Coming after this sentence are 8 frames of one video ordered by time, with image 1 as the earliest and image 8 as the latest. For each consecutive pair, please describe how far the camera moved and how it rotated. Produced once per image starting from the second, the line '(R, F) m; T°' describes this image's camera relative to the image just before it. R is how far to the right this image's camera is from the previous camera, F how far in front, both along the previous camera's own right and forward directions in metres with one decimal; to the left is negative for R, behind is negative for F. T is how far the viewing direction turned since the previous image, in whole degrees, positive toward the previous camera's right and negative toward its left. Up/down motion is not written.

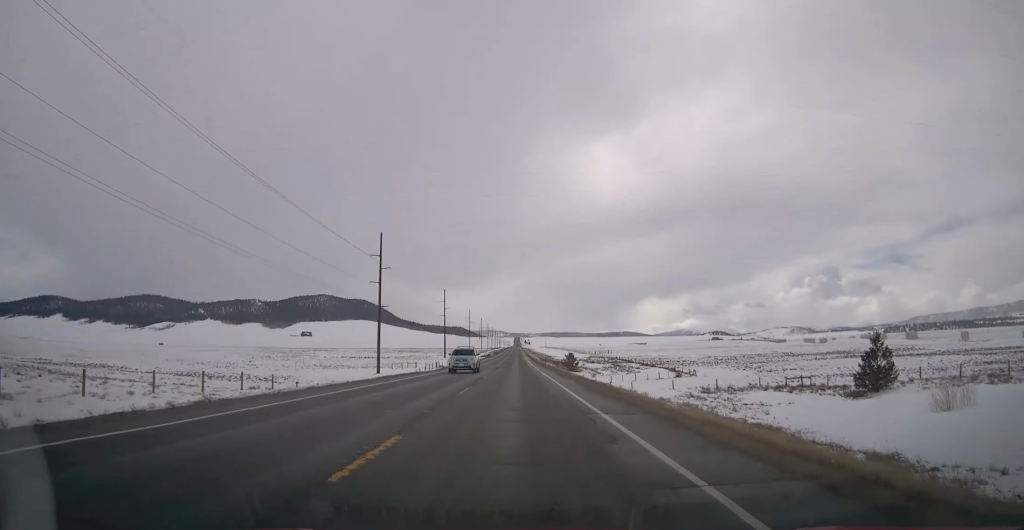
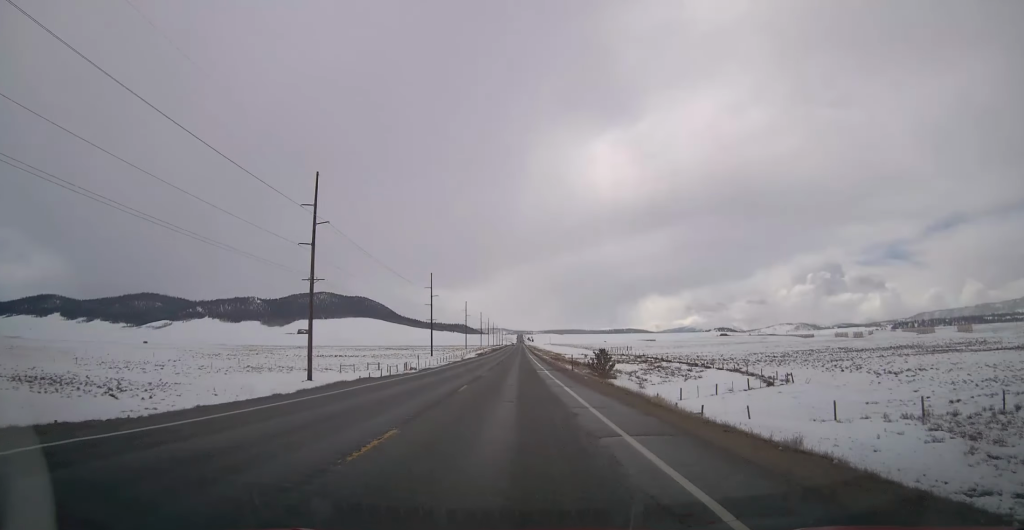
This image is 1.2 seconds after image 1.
(0.0, +36.7) m; 0°
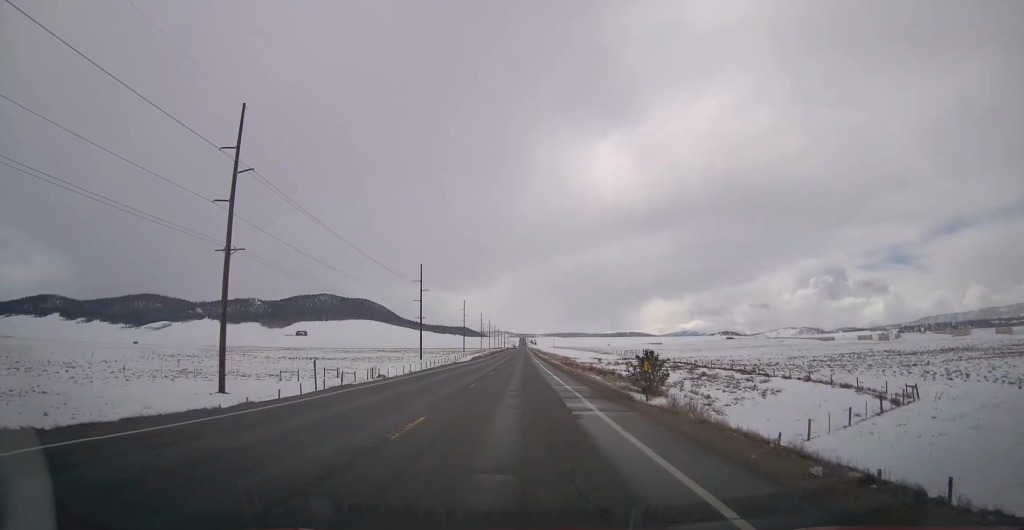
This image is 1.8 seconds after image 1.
(+0.1, +21.6) m; 0°
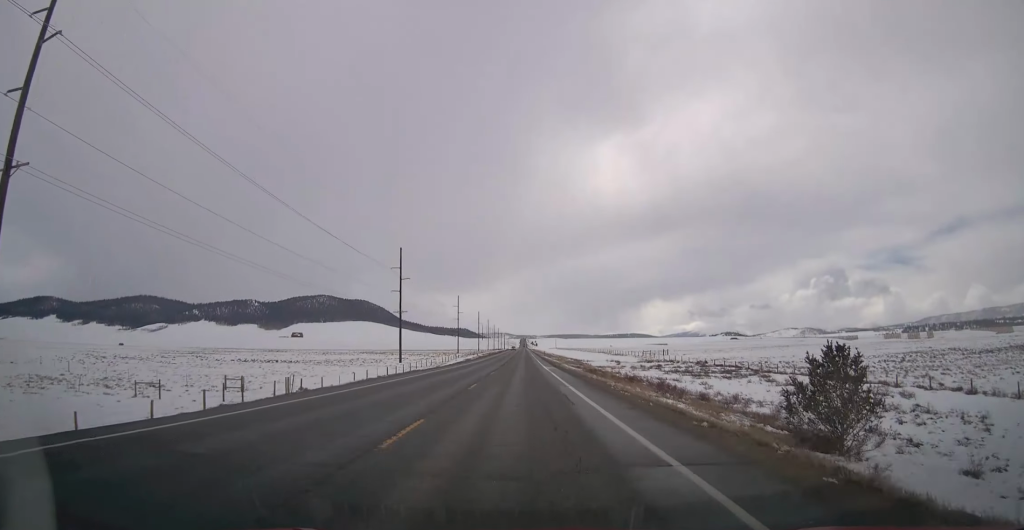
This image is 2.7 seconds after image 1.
(0.0, +25.6) m; 0°
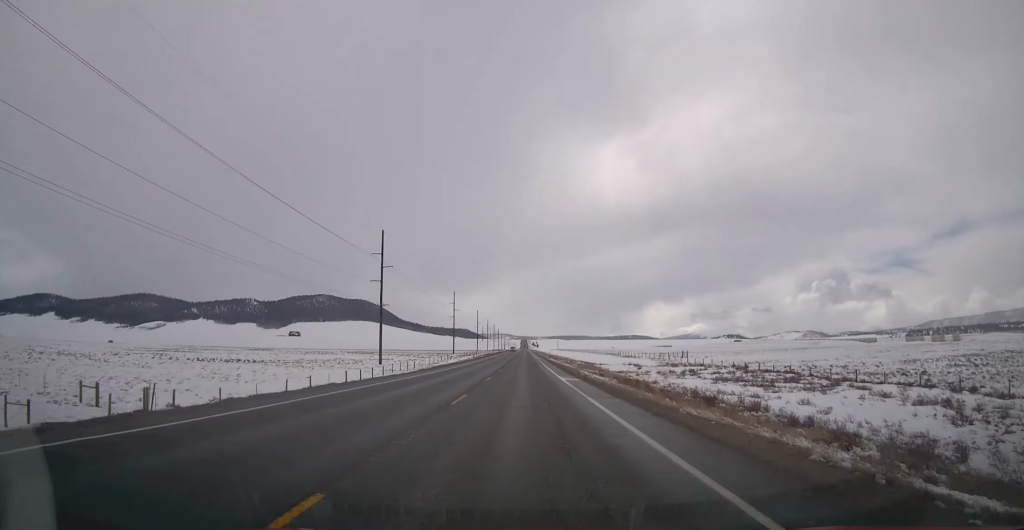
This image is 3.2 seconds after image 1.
(0.0, +17.8) m; 0°
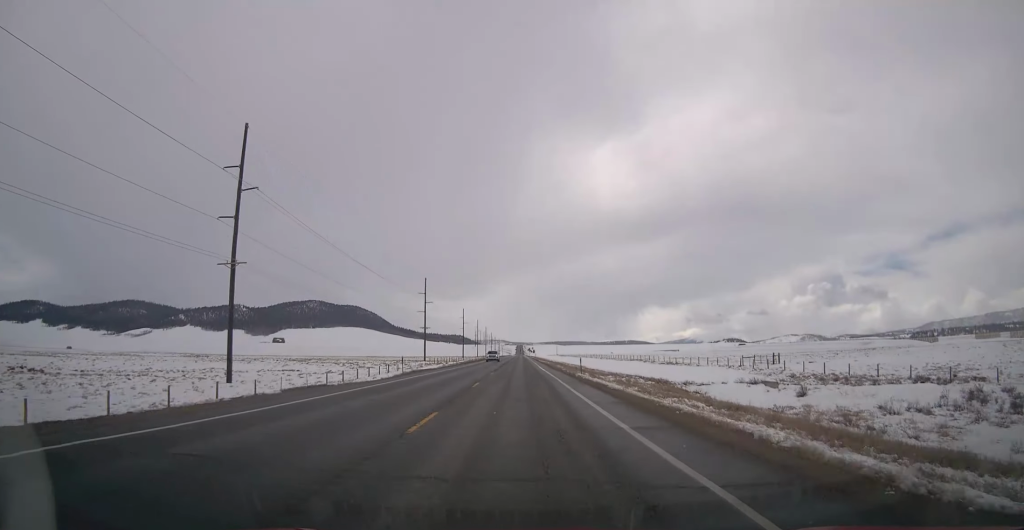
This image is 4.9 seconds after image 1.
(+0.2, +53.6) m; 0°
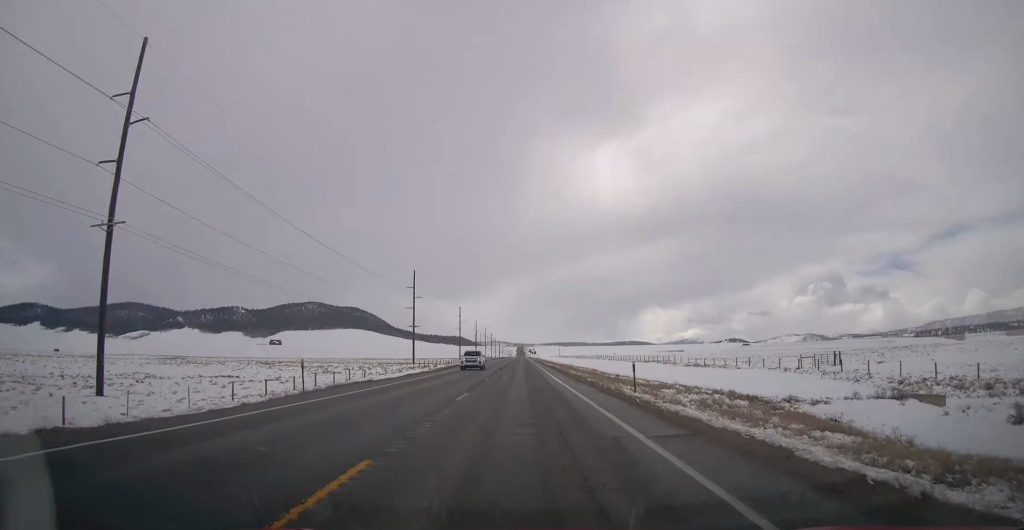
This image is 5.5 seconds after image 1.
(-0.1, +17.6) m; 0°
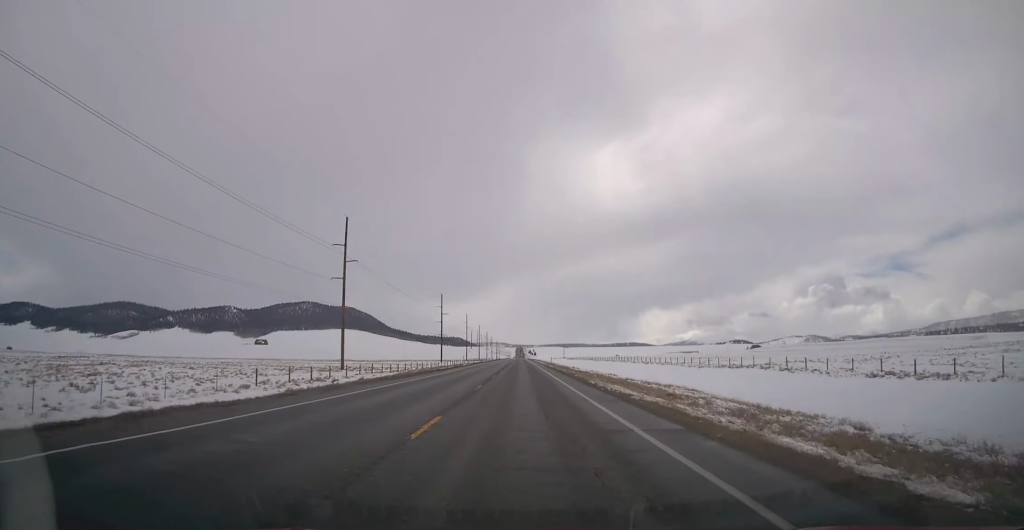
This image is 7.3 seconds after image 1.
(+0.2, +55.8) m; +1°
